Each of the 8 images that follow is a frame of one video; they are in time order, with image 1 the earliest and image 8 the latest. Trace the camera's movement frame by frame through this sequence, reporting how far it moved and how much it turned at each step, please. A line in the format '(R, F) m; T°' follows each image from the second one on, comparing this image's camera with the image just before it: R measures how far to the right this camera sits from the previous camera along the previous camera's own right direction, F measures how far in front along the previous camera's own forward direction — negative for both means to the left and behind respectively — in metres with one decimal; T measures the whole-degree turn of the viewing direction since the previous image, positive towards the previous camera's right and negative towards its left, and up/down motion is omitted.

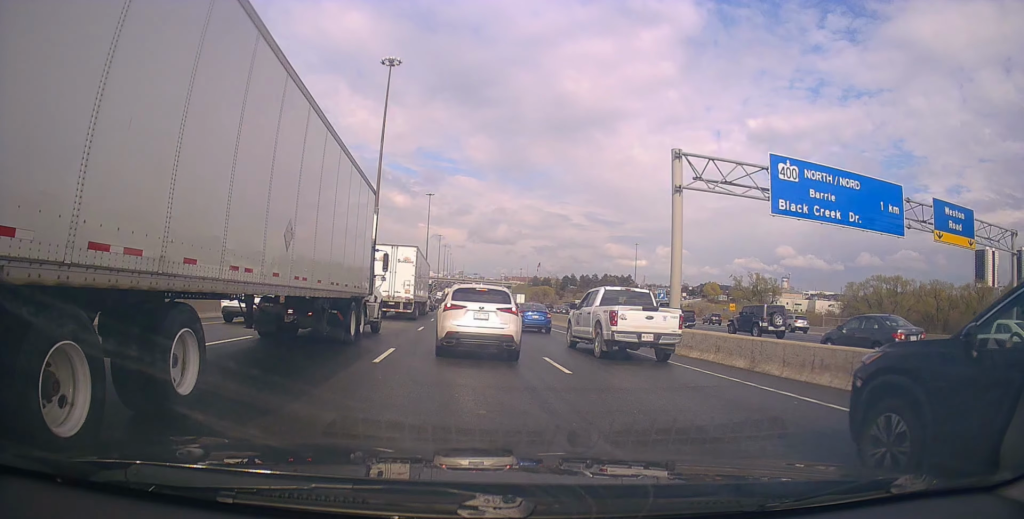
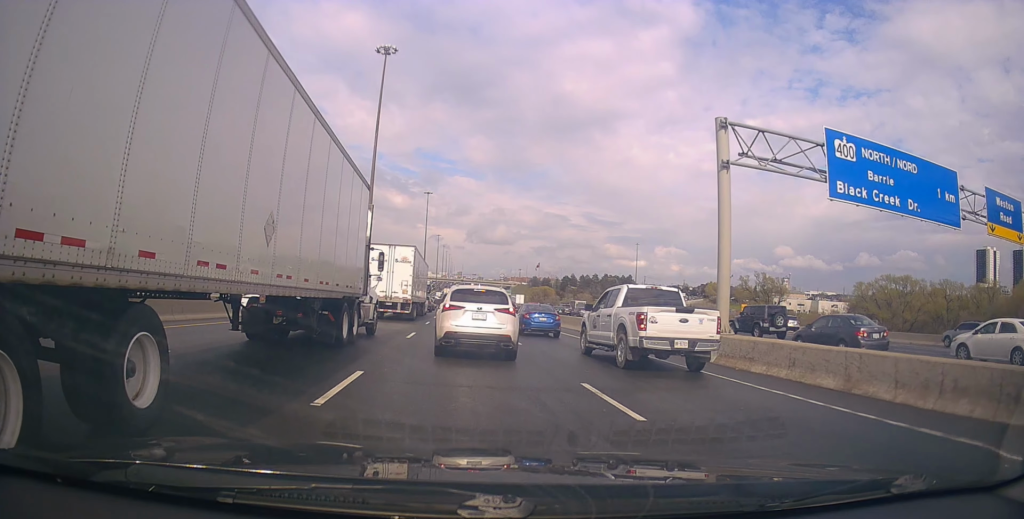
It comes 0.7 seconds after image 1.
(0.0, +4.4) m; +3°
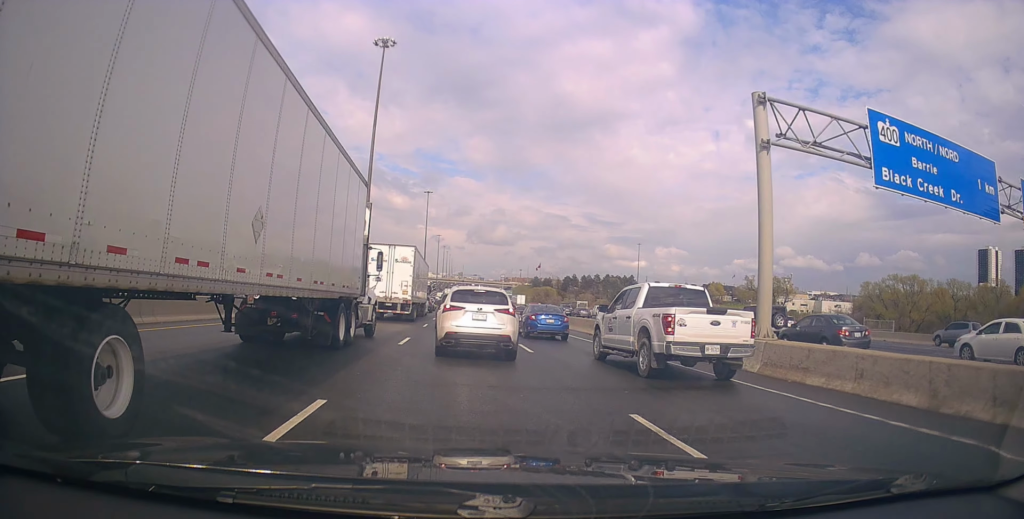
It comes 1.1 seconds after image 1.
(+0.2, +2.7) m; 0°
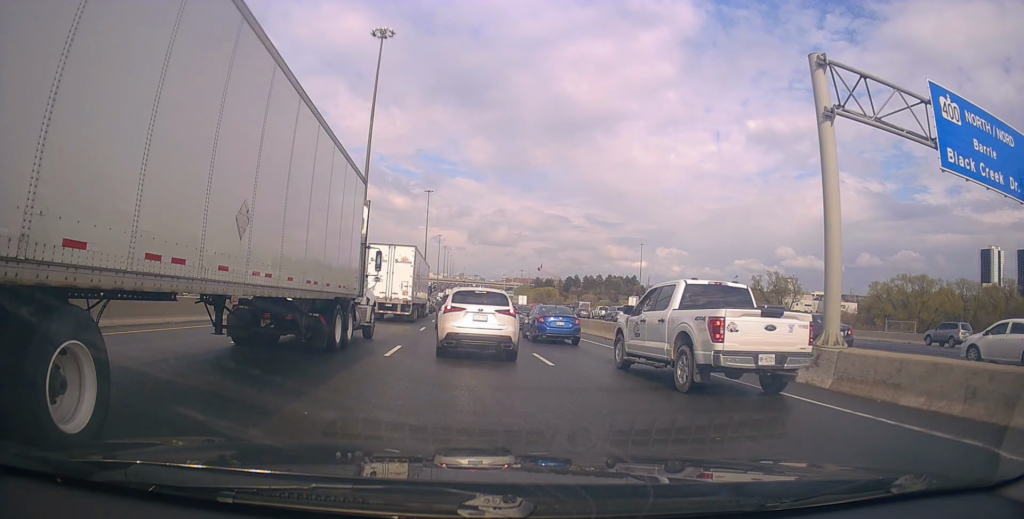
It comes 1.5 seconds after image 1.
(+0.3, +3.1) m; 0°
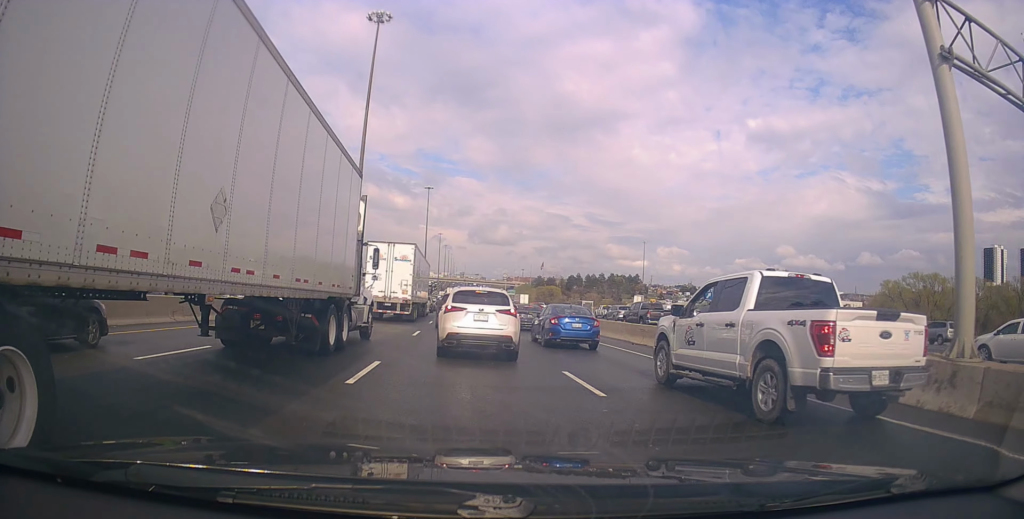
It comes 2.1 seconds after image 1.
(-0.3, +4.4) m; -2°
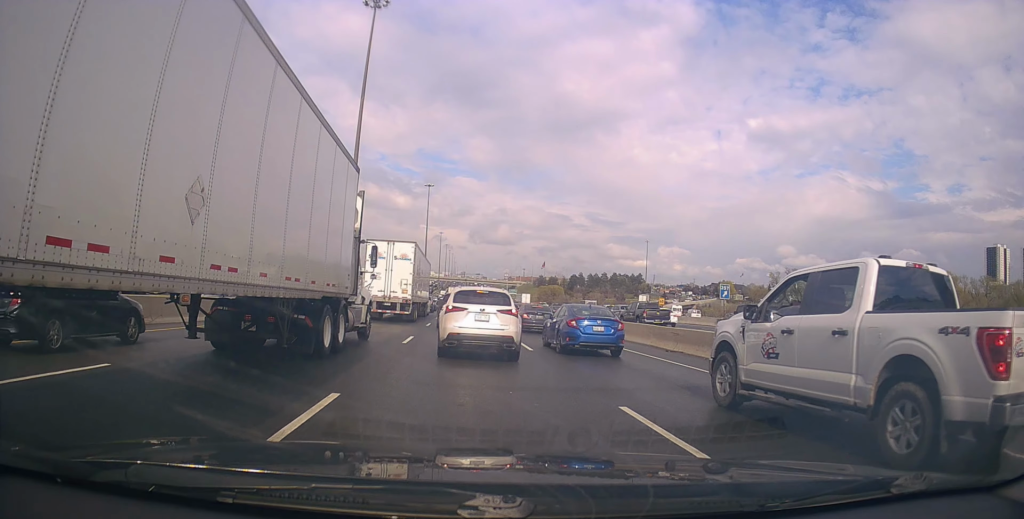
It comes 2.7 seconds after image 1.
(-0.1, +3.7) m; -2°
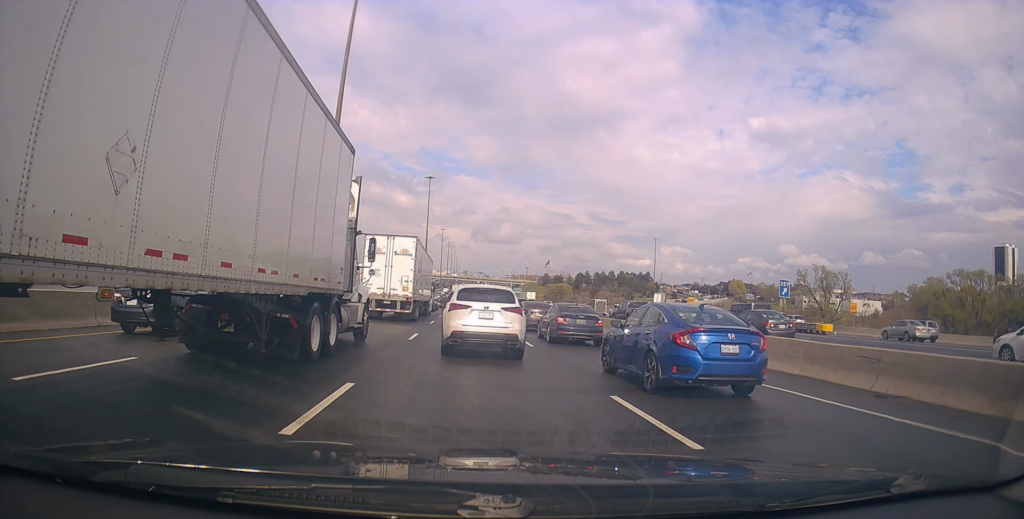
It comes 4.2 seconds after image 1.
(-0.5, +11.5) m; 0°
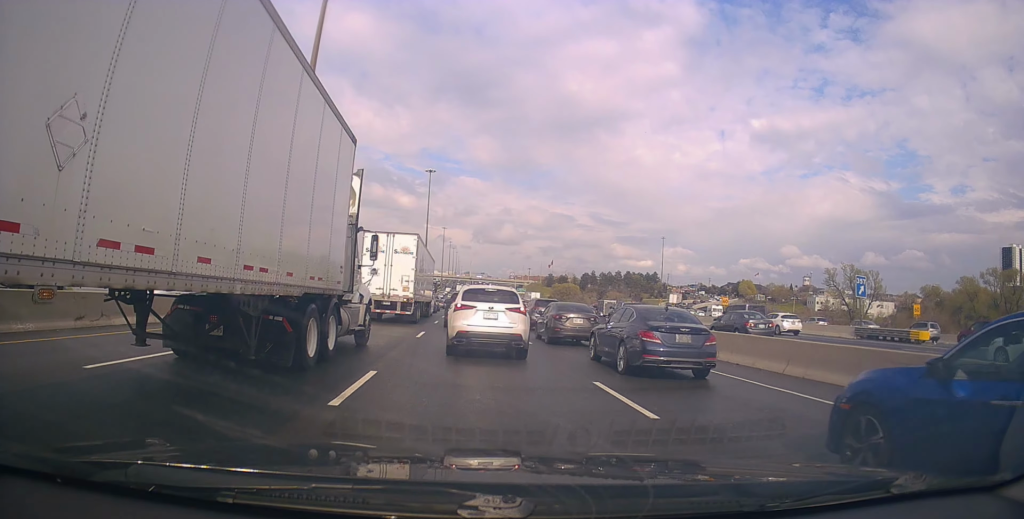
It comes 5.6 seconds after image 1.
(+1.1, +10.6) m; +5°
